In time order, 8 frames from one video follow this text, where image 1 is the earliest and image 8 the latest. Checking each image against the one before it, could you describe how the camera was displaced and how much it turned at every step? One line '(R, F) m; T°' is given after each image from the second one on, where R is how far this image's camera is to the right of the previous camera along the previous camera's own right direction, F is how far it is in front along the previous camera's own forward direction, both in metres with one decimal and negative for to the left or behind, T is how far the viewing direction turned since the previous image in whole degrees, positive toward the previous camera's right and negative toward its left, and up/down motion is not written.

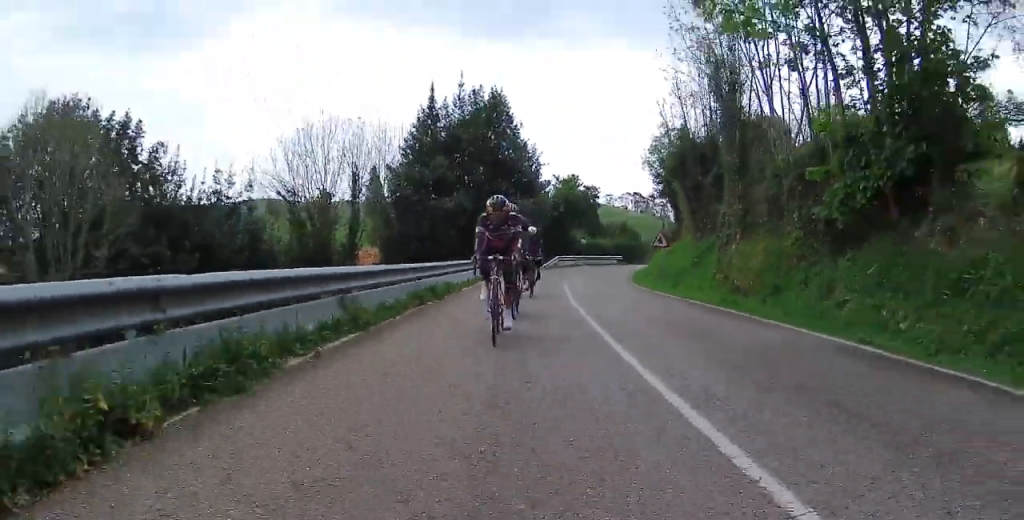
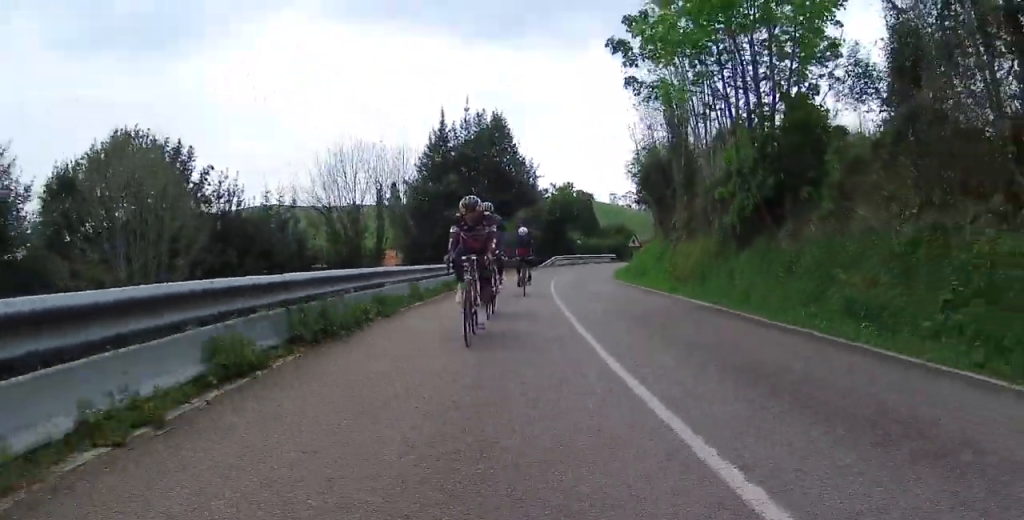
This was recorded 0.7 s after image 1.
(0.0, +5.6) m; -1°
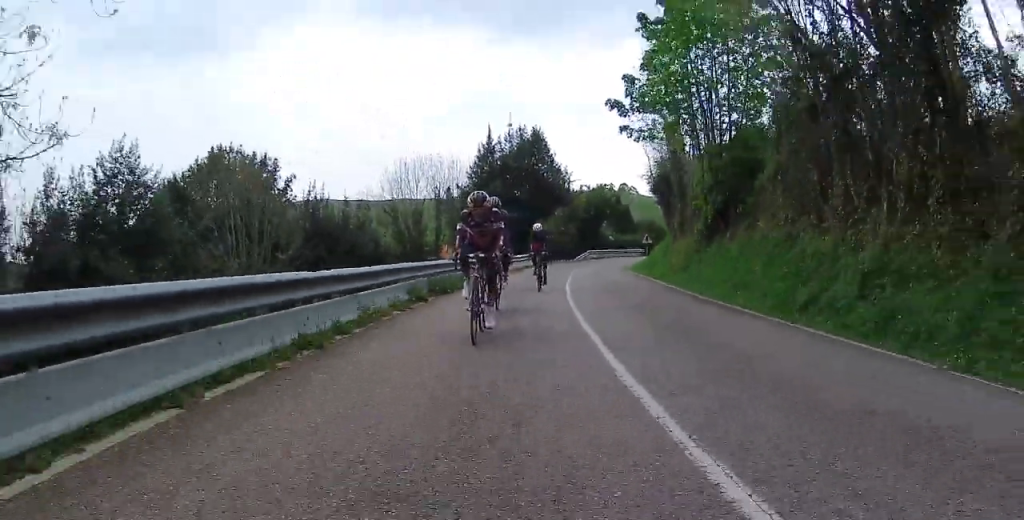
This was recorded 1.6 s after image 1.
(0.0, +6.9) m; -4°
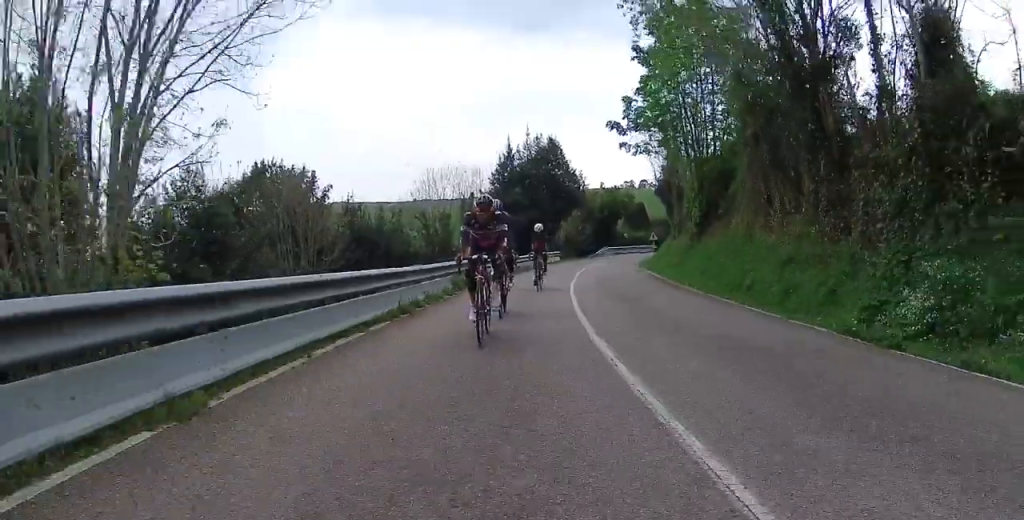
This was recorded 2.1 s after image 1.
(-0.2, +3.9) m; -3°
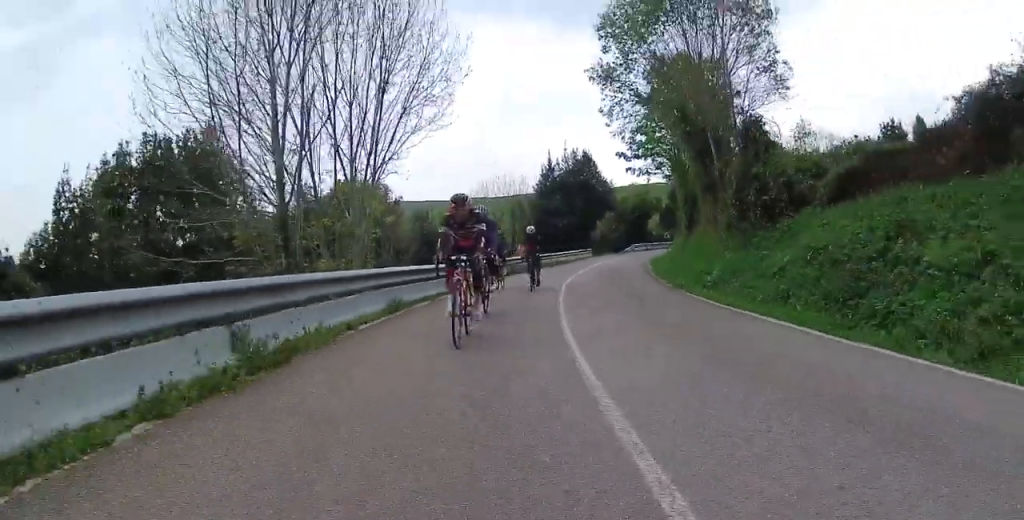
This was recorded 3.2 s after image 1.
(-0.6, +10.0) m; -6°
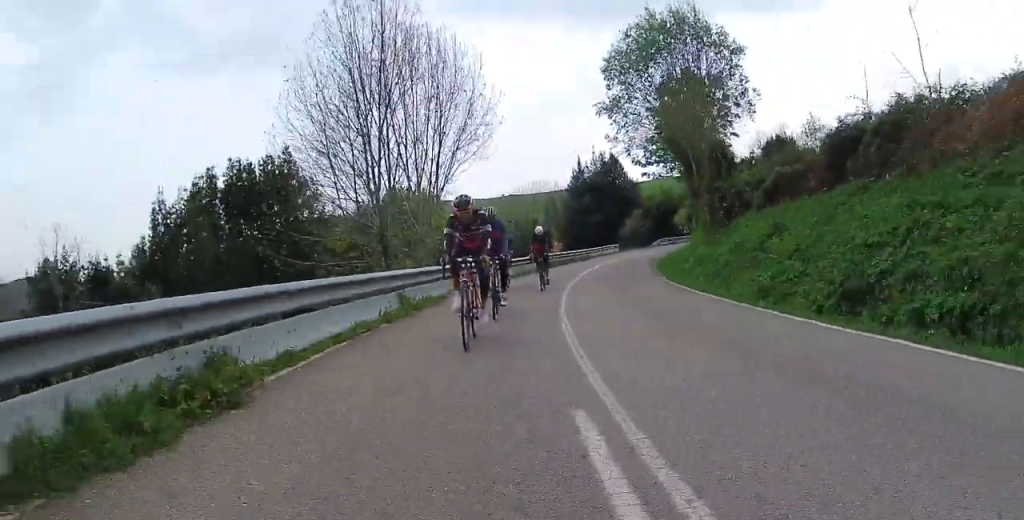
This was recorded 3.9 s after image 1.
(-0.1, +6.5) m; -4°
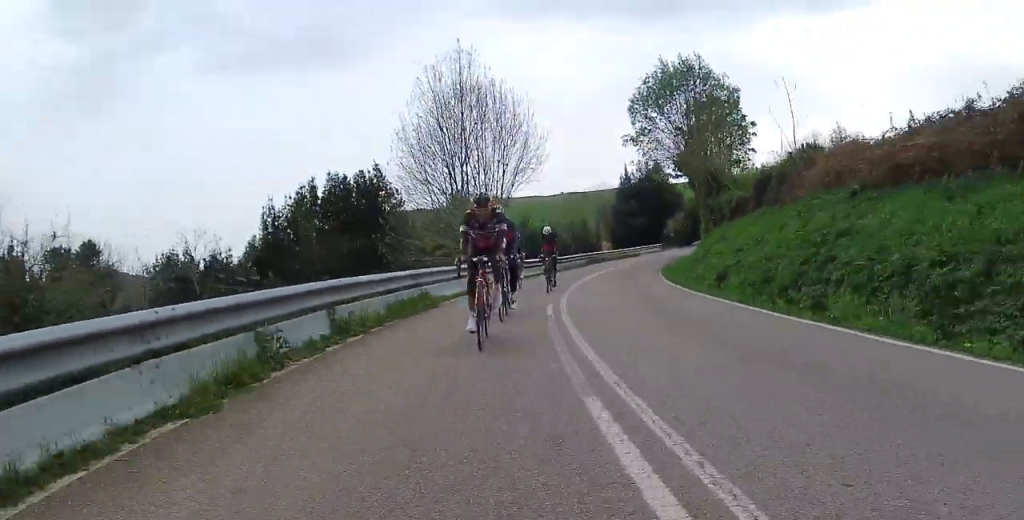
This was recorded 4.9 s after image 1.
(-0.5, +8.3) m; -6°
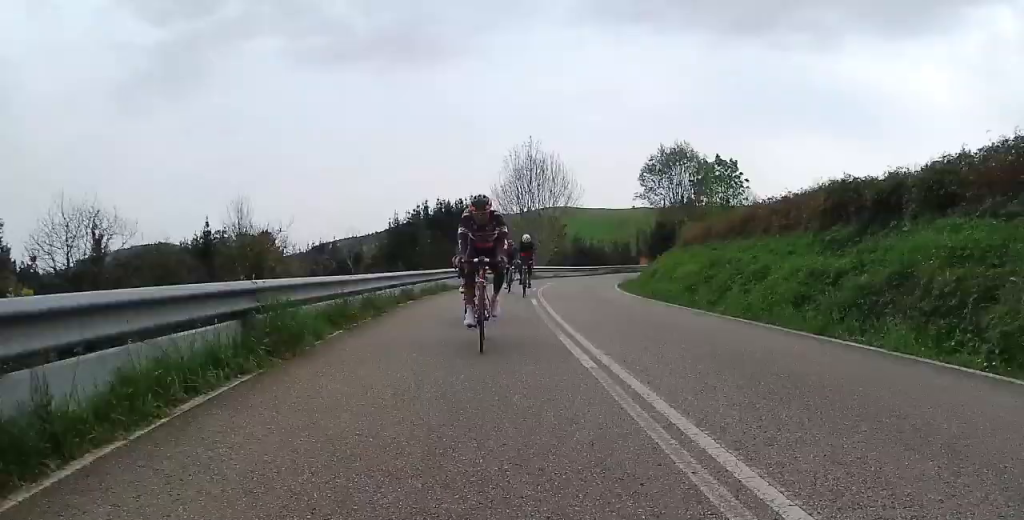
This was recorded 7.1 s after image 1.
(-1.2, +18.8) m; -4°
